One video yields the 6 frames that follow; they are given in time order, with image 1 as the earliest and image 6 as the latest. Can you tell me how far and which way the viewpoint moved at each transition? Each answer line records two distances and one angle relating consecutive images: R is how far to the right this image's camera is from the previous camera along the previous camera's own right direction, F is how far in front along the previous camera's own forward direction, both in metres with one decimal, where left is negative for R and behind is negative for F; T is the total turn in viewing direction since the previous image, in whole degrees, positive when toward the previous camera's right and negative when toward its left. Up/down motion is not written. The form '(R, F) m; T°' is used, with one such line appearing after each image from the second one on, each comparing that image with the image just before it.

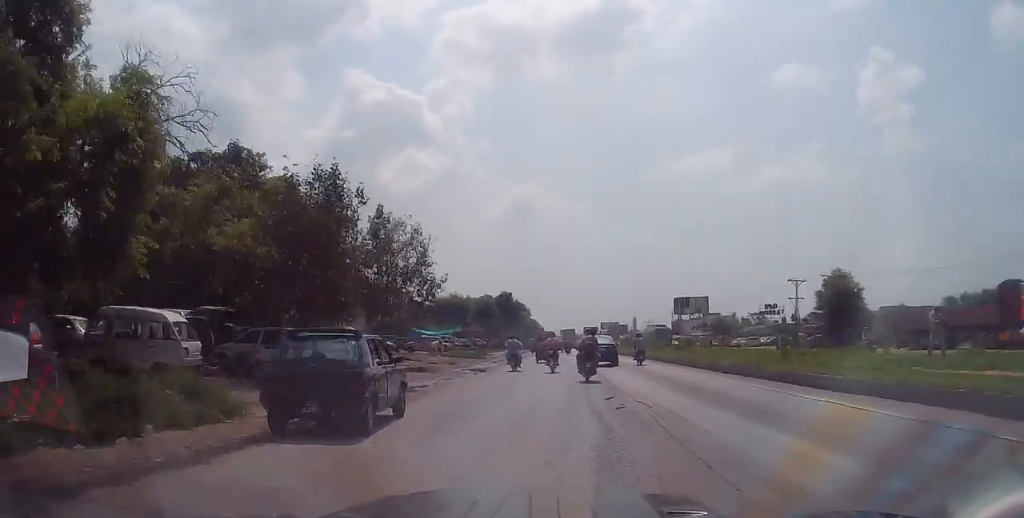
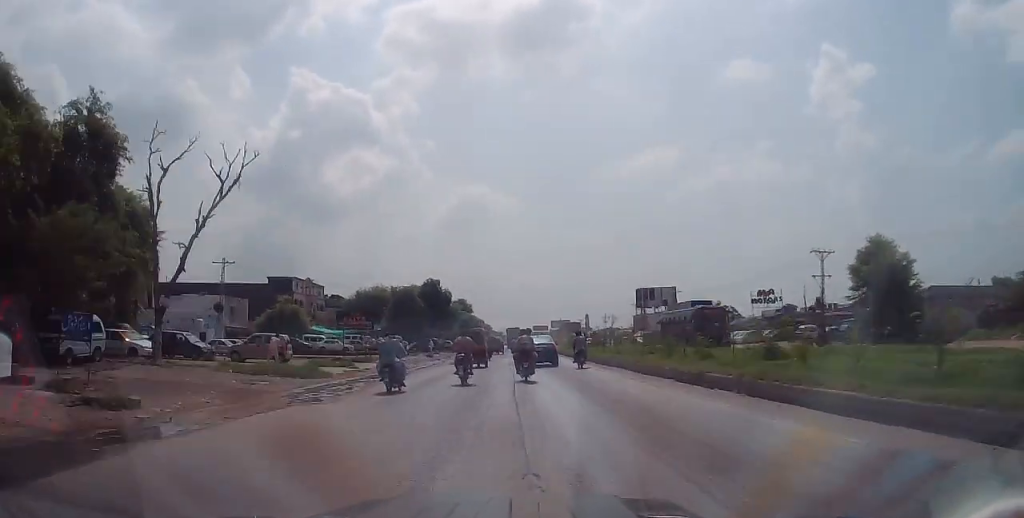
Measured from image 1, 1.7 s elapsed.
(+1.1, +23.0) m; +3°
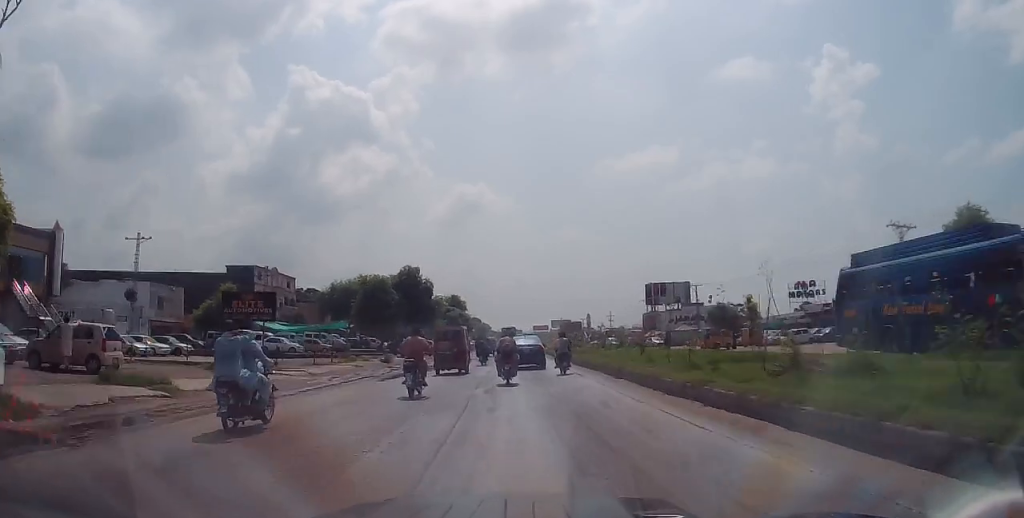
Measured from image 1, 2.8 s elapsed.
(-0.2, +14.6) m; -2°
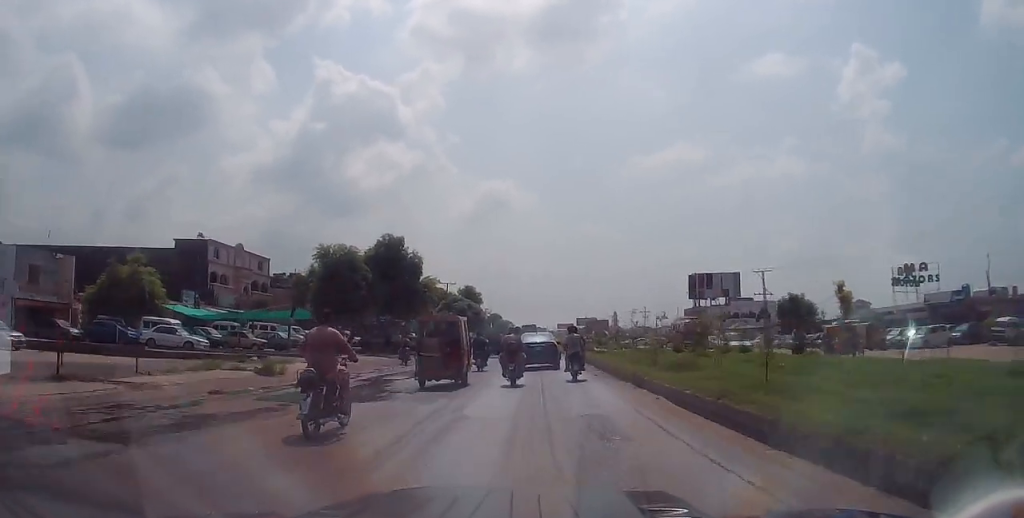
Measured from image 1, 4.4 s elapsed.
(-0.1, +19.6) m; 0°
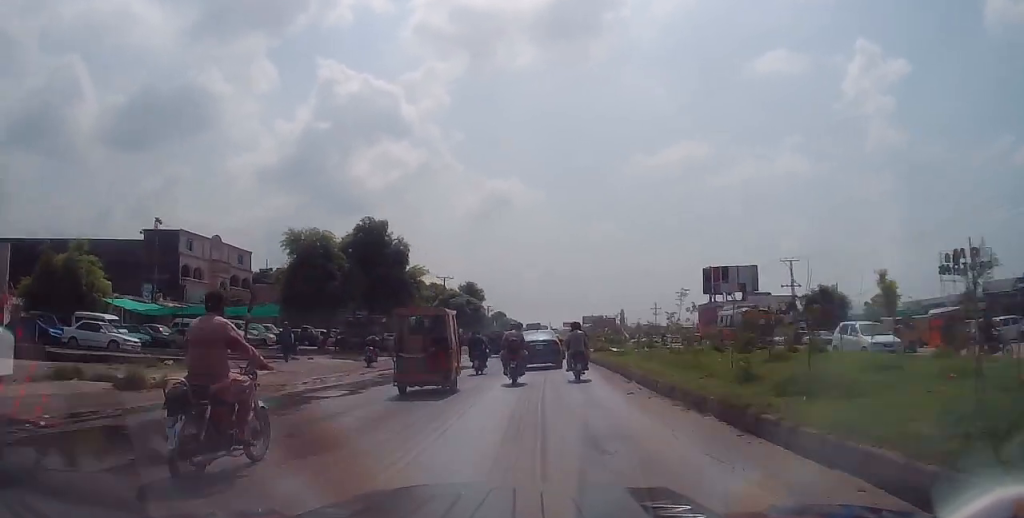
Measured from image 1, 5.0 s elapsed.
(-0.1, +7.2) m; 0°
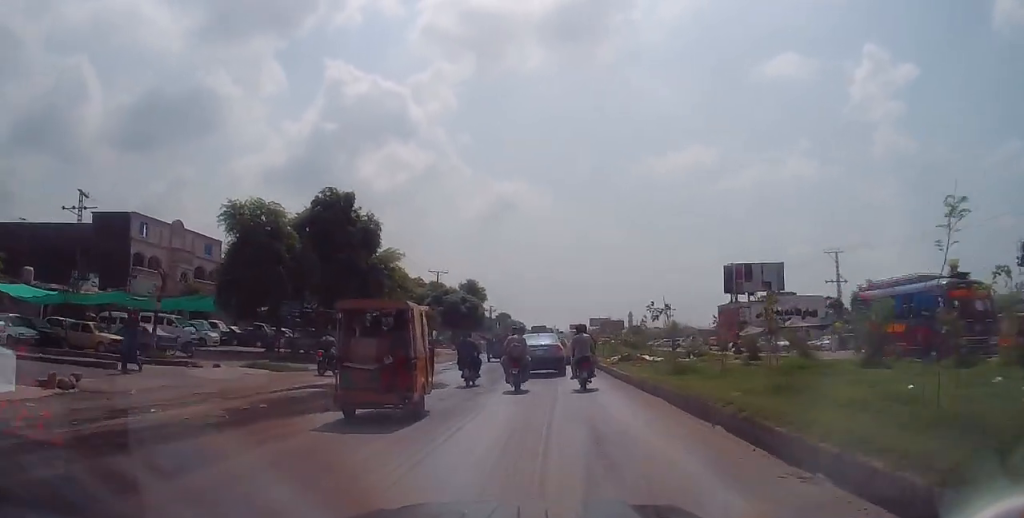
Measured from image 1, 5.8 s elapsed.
(0.0, +9.6) m; -1°
